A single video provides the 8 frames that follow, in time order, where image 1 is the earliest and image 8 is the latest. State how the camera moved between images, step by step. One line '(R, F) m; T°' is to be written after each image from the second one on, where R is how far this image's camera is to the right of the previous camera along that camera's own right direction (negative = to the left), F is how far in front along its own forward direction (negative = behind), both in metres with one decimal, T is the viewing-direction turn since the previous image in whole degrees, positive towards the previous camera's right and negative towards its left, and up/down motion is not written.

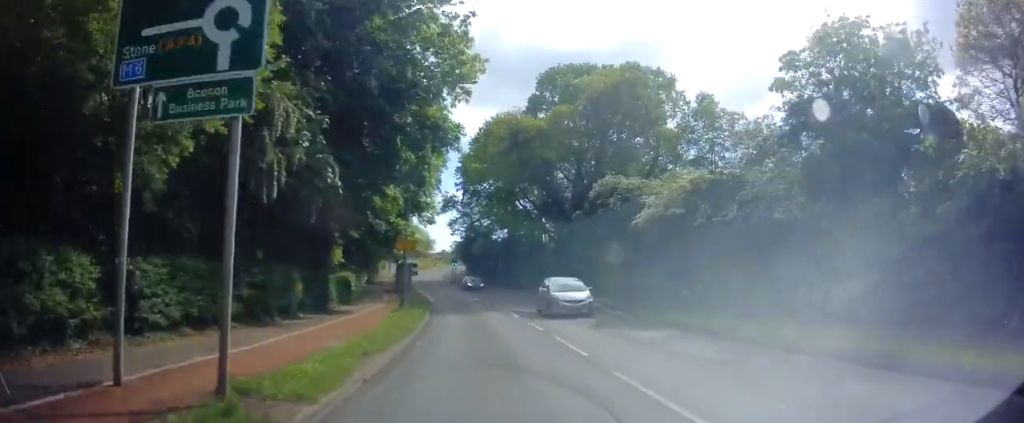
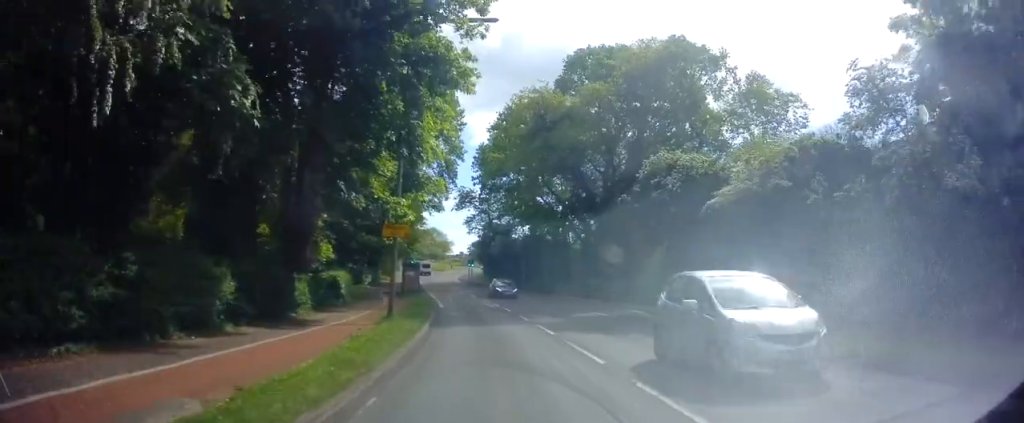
(+0.1, +6.6) m; -1°
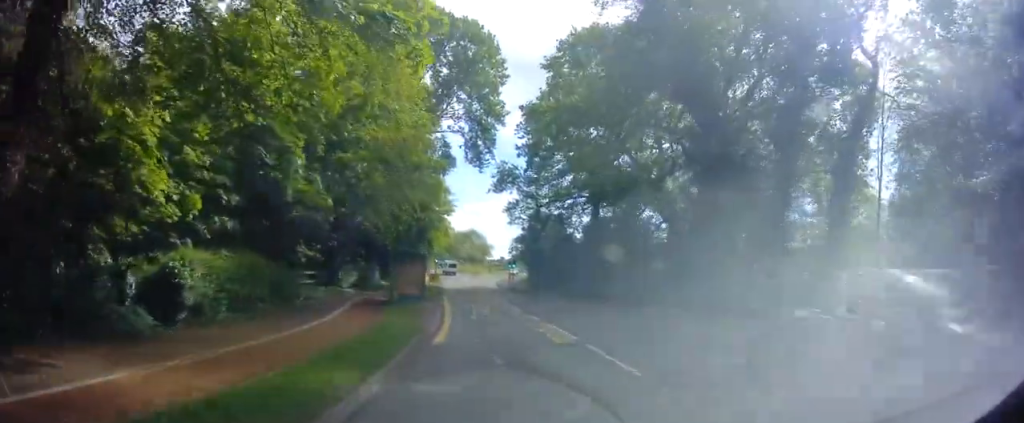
(-1.3, +18.4) m; -6°
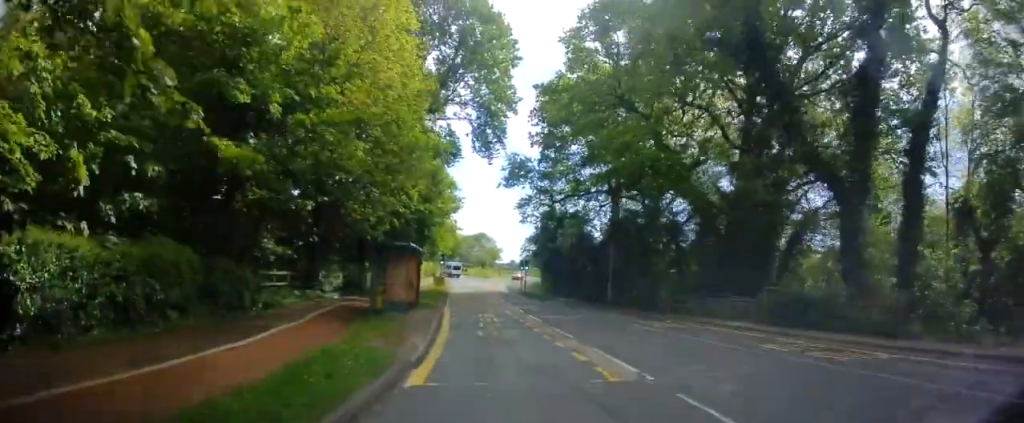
(-0.2, +5.1) m; 0°
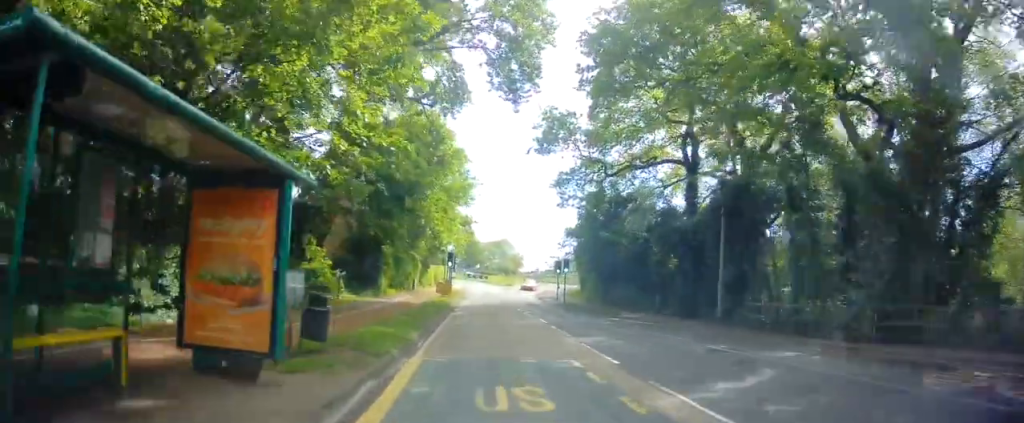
(+0.4, +16.1) m; -1°
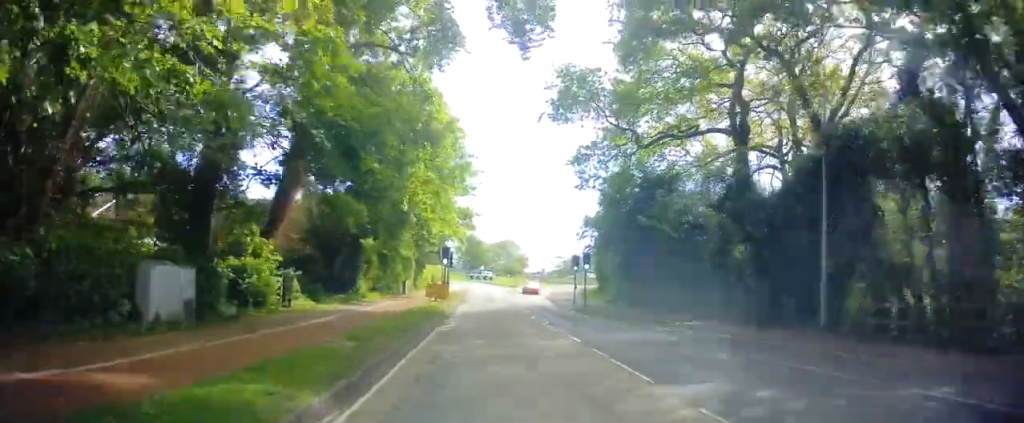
(-0.2, +7.8) m; -3°
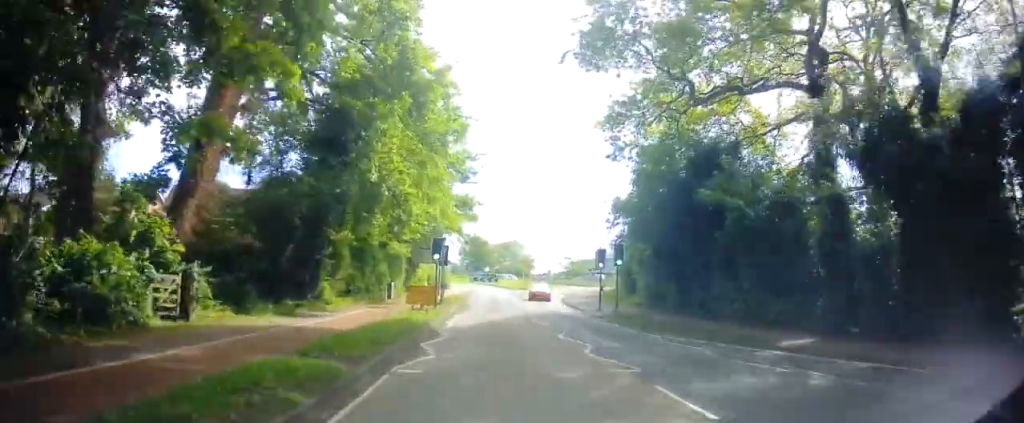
(-0.3, +8.1) m; -1°
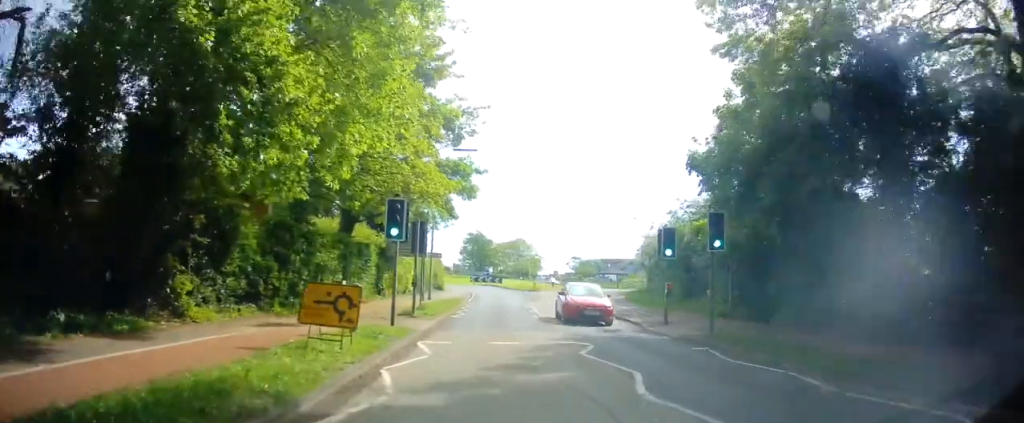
(0.0, +12.3) m; +1°
